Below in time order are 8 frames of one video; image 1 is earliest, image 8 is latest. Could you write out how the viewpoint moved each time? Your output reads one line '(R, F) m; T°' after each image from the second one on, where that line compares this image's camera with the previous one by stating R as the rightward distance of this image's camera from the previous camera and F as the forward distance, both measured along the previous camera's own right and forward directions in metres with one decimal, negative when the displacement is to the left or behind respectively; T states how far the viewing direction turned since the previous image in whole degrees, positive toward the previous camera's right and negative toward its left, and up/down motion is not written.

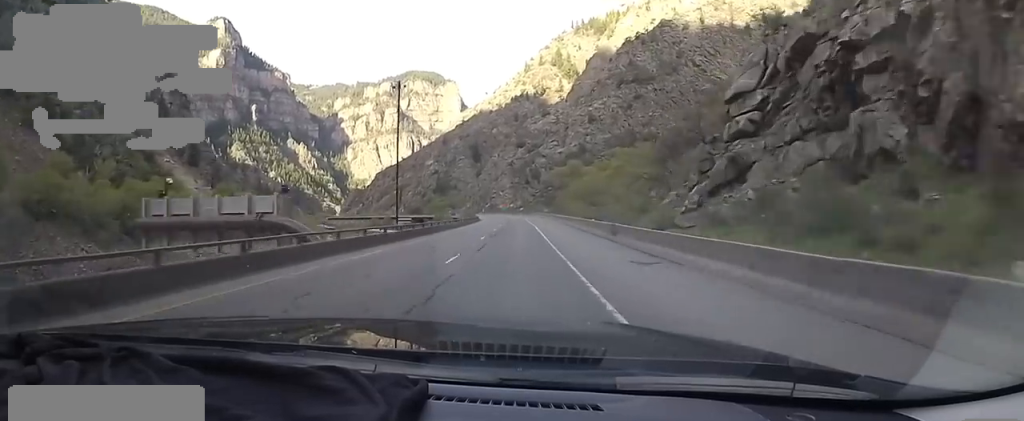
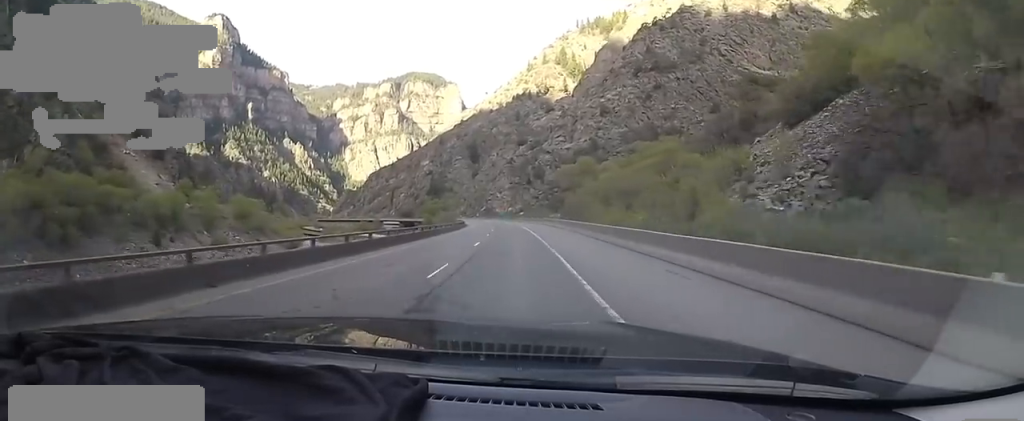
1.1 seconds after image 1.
(-0.8, +26.4) m; -4°
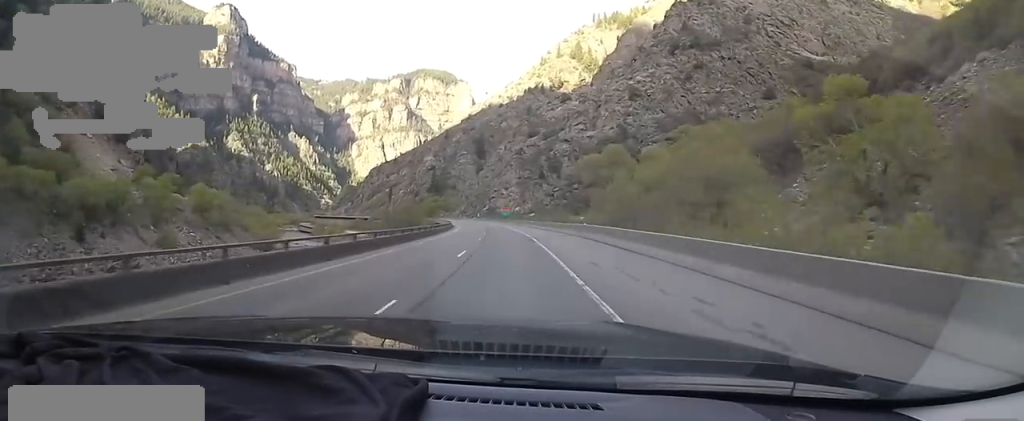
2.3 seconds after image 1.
(-0.6, +29.4) m; +1°
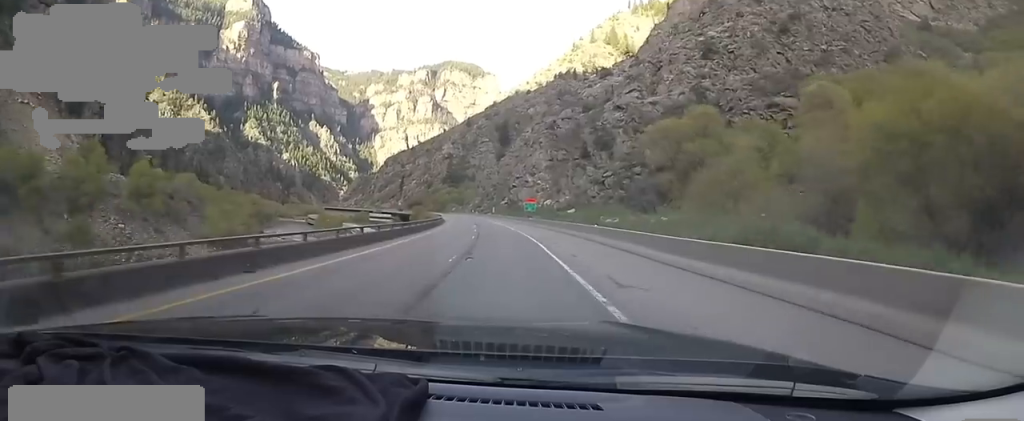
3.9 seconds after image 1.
(+0.3, +38.1) m; -1°
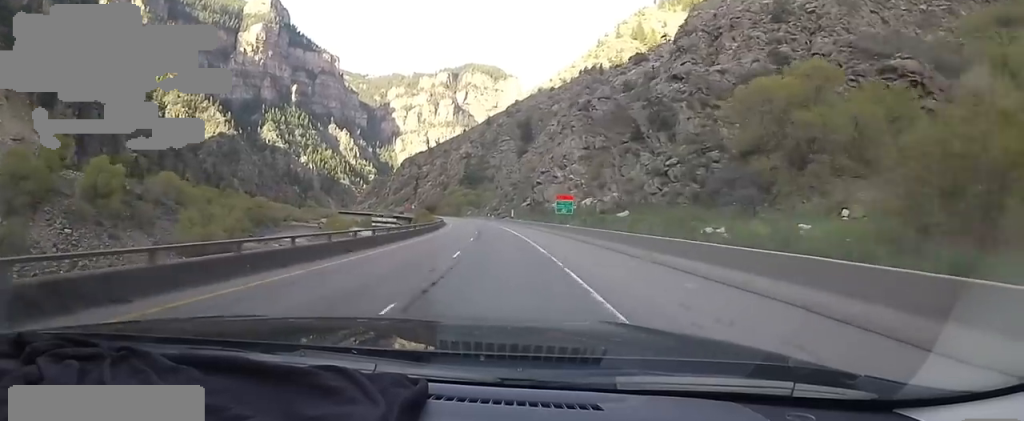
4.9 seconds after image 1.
(0.0, +22.3) m; -3°
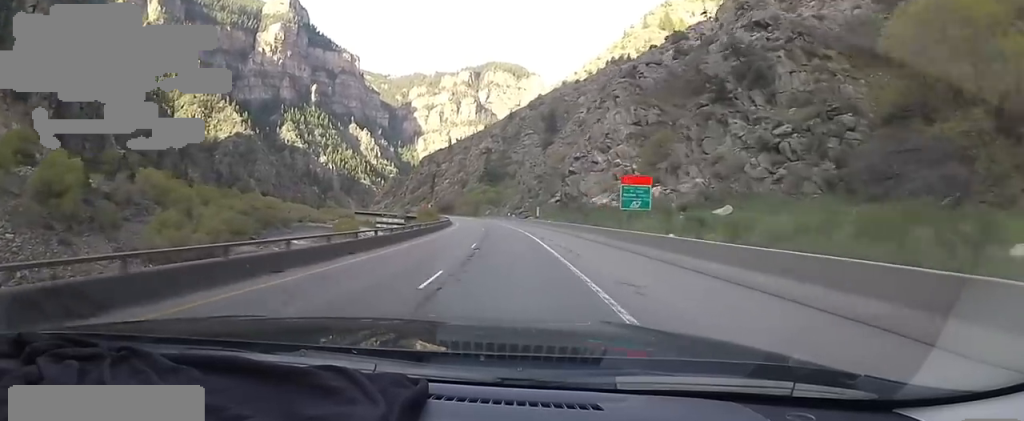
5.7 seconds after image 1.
(-1.0, +19.3) m; -4°
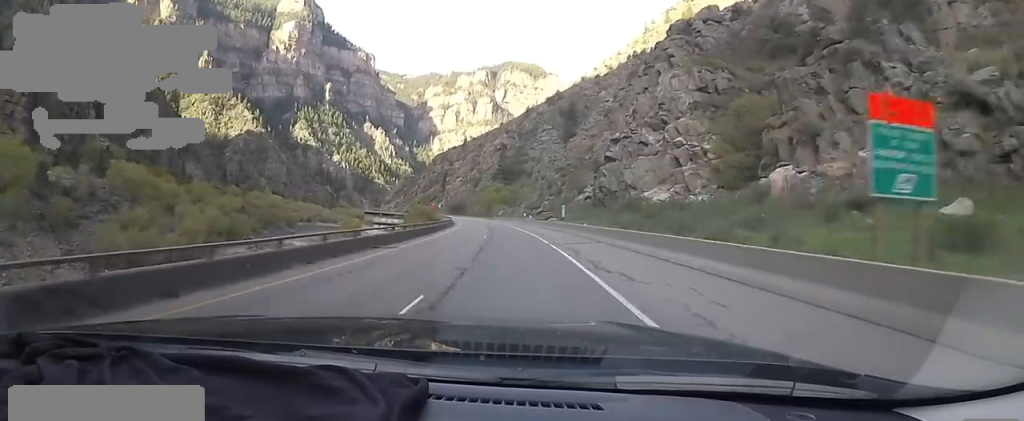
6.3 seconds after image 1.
(-0.4, +16.3) m; -2°
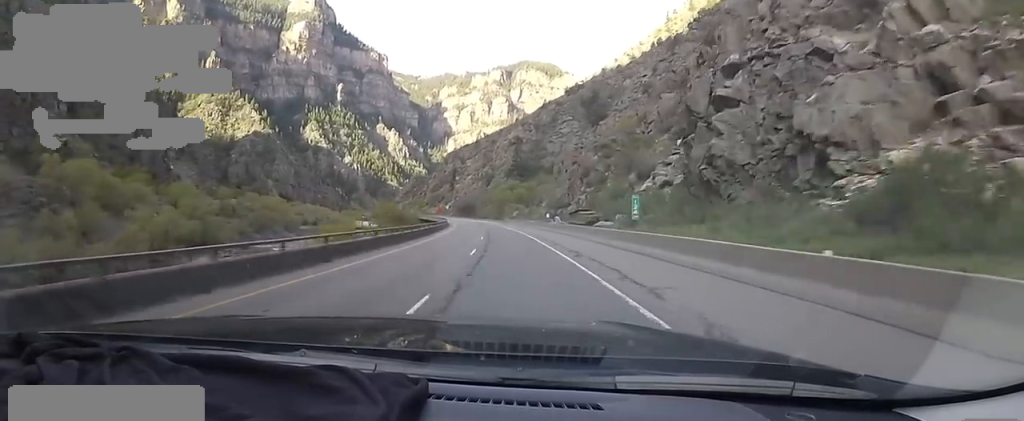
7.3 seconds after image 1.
(-0.6, +24.7) m; -4°
